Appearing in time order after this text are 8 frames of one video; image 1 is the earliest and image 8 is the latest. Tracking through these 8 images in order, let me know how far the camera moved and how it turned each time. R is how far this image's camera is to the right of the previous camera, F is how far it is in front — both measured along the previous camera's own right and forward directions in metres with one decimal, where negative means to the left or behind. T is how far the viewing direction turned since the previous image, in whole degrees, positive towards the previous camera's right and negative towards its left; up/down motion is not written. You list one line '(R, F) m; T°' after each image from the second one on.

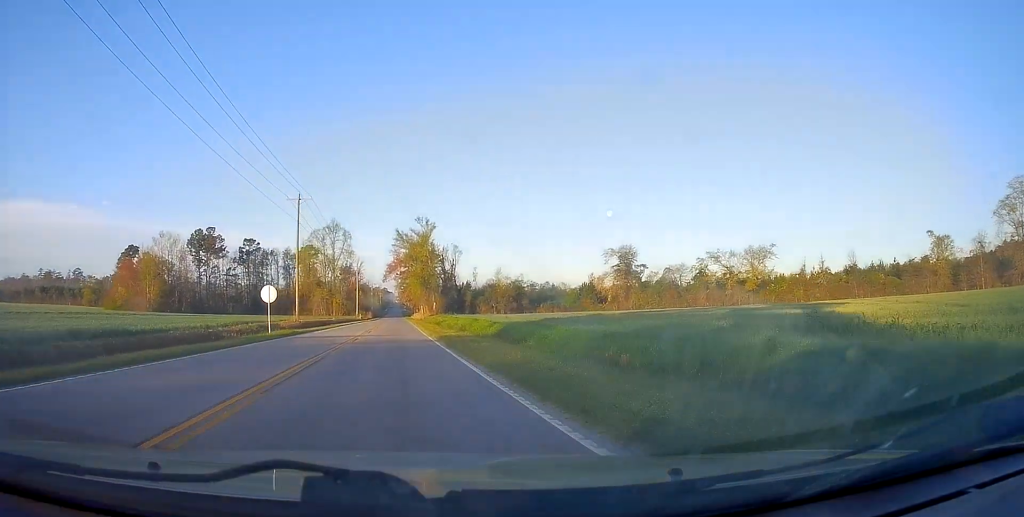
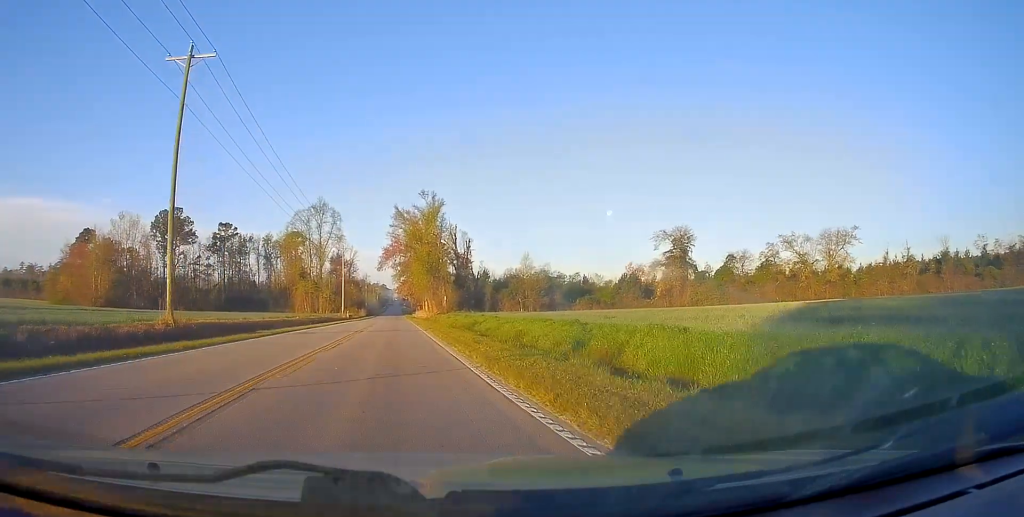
(-0.3, +29.9) m; -1°
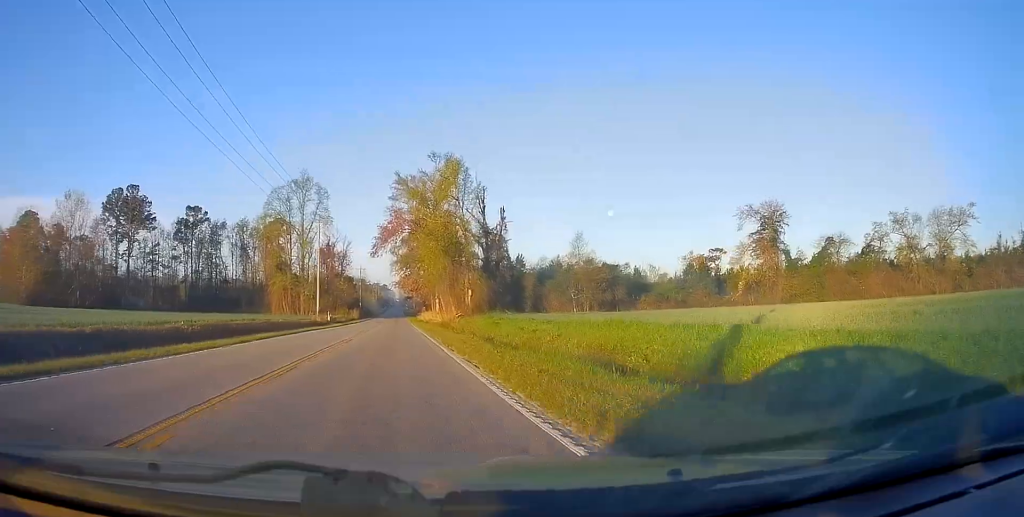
(0.0, +31.5) m; 0°
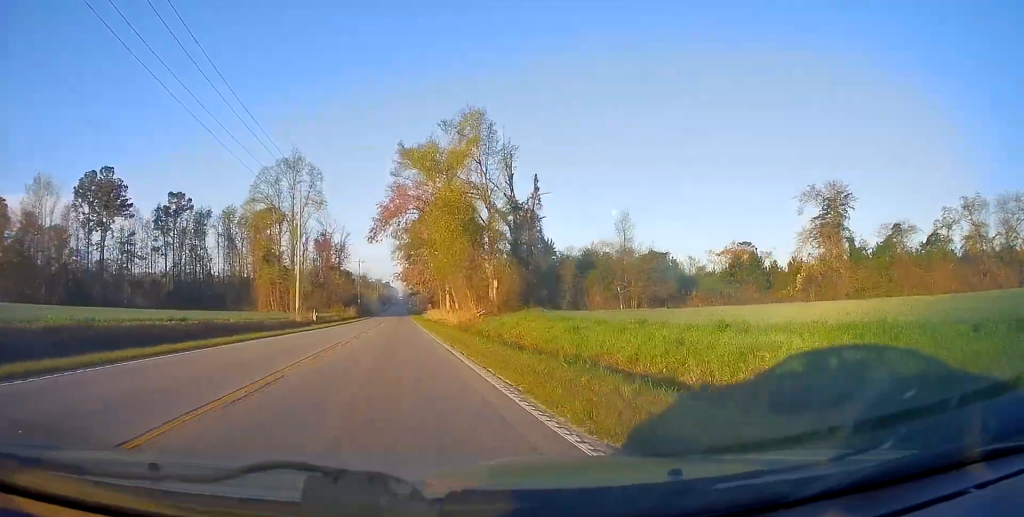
(+0.3, +15.4) m; 0°
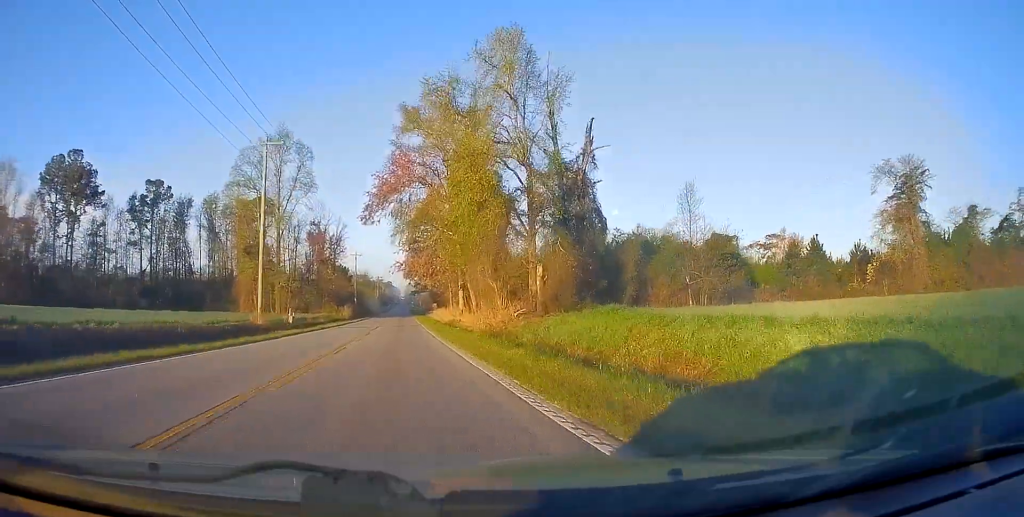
(-0.1, +15.0) m; 0°
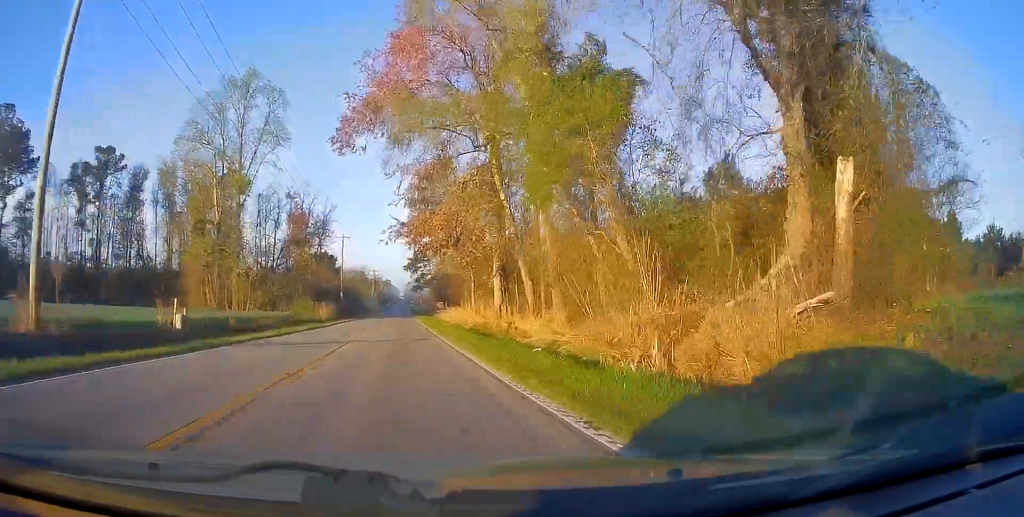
(-0.3, +25.0) m; 0°
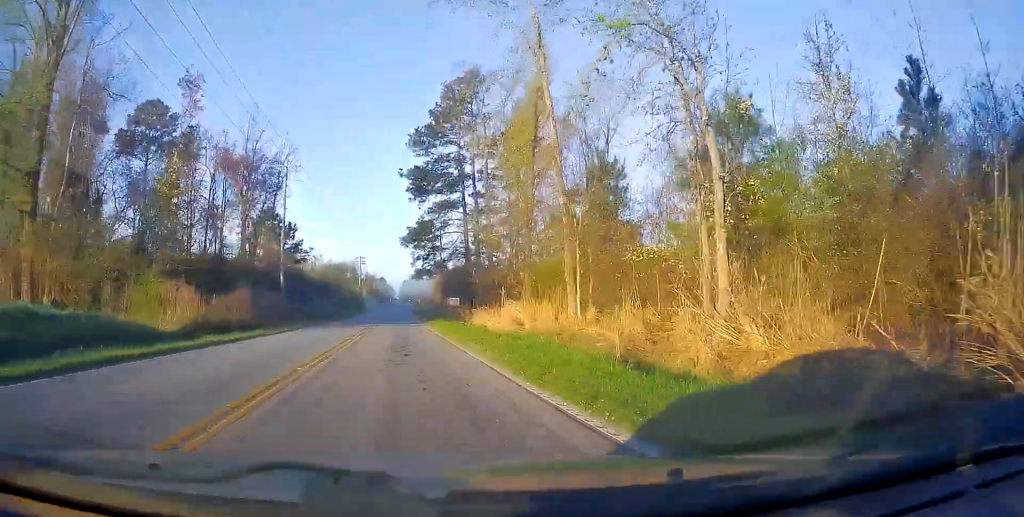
(+0.4, +42.7) m; 0°
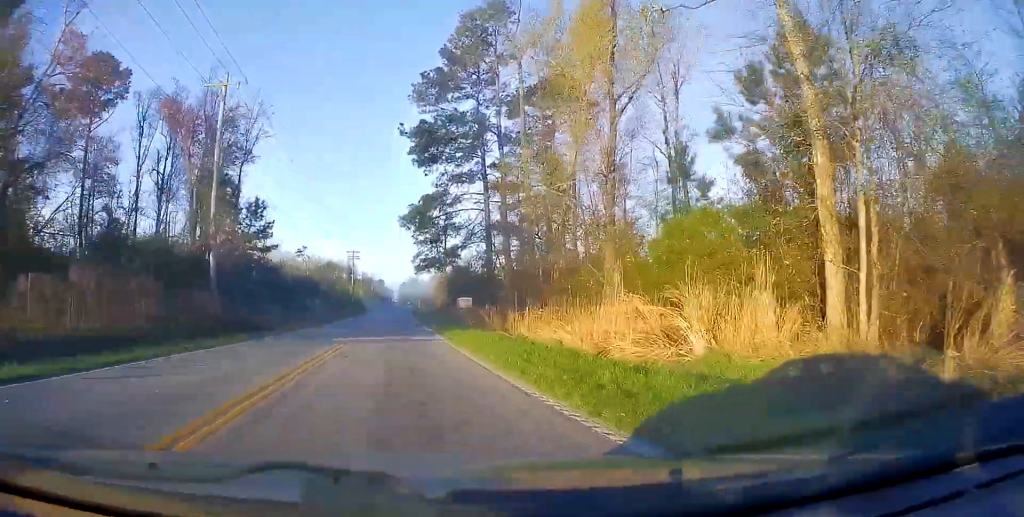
(+0.1, +17.2) m; 0°
